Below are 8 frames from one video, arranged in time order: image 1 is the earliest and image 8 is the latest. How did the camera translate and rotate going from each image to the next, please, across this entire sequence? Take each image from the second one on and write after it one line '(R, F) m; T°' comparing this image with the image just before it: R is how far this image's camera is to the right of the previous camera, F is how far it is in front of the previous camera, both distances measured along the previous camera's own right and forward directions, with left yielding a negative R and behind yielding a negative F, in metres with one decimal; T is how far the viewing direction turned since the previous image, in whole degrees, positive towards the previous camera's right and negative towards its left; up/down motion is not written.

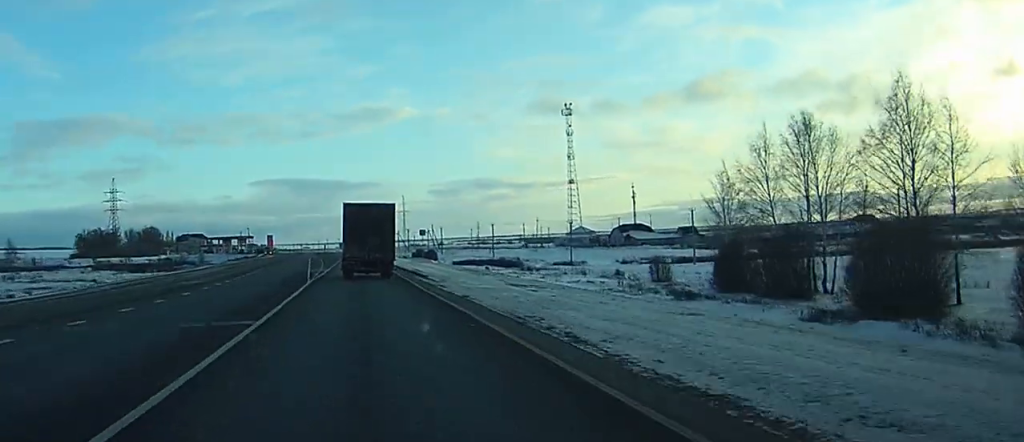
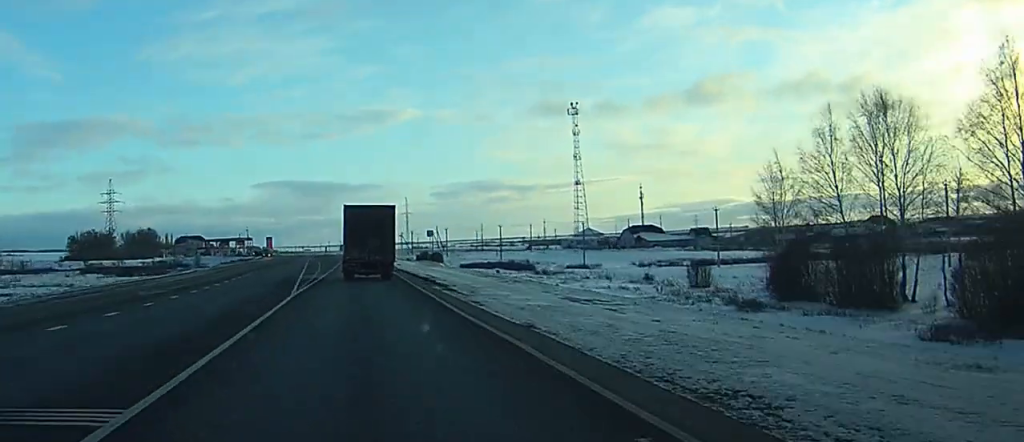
(0.0, +8.8) m; 0°
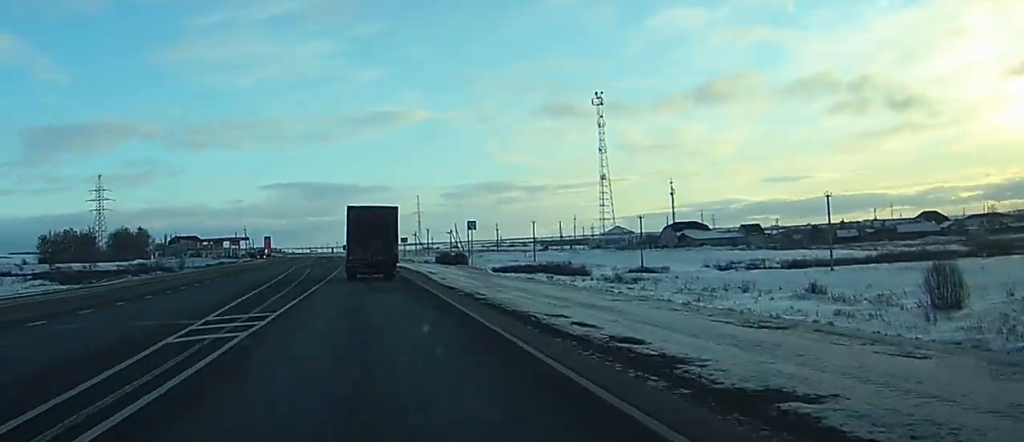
(-0.1, +30.2) m; -1°
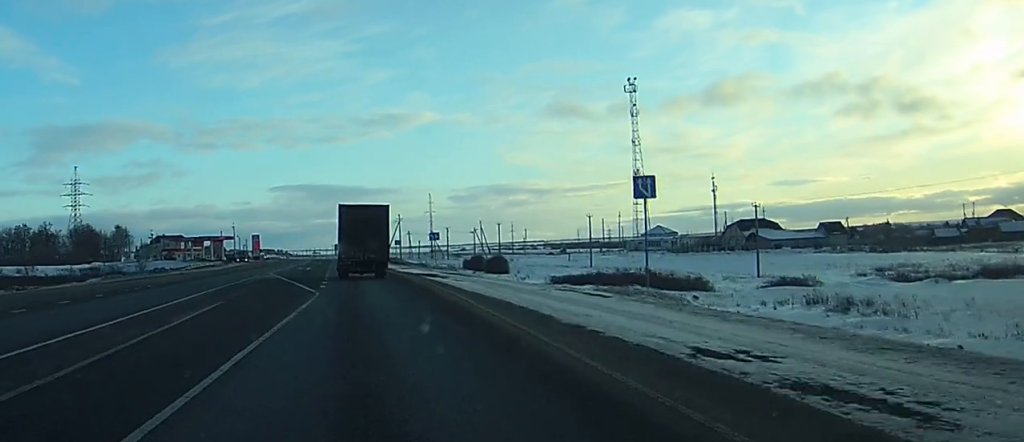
(-0.3, +40.4) m; -1°
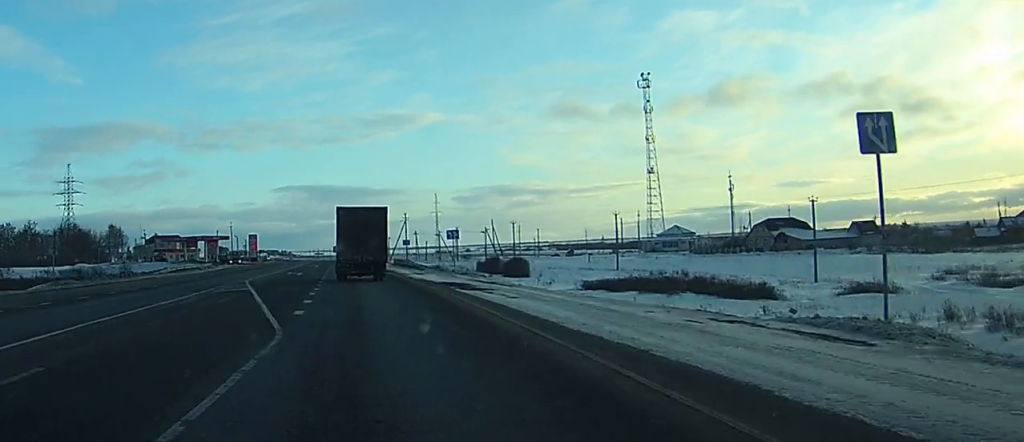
(0.0, +12.8) m; 0°
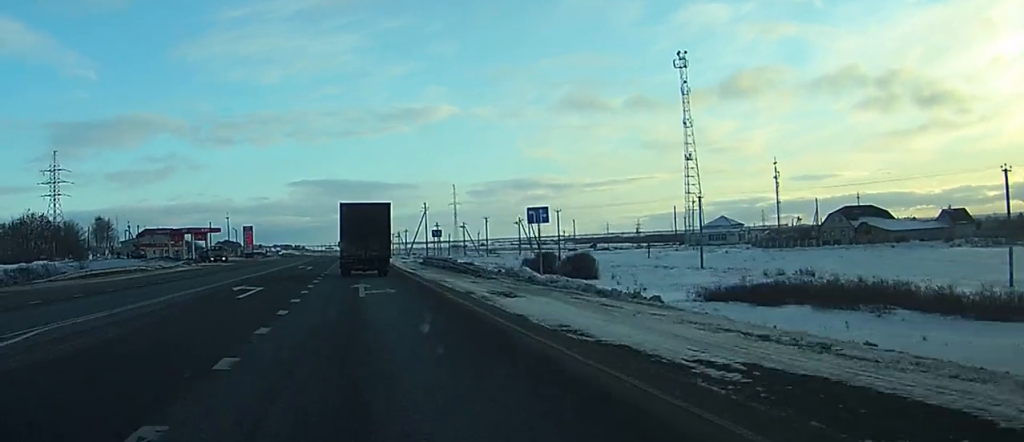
(-0.1, +28.4) m; 0°
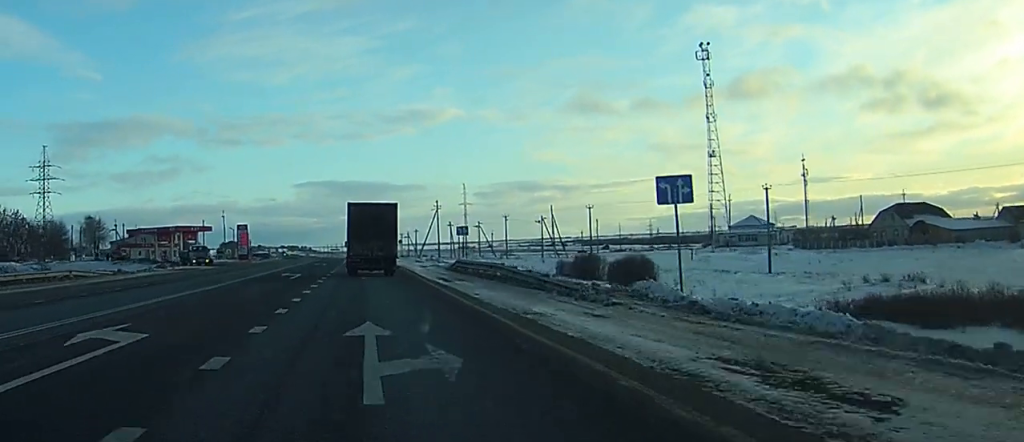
(0.0, +16.3) m; 0°
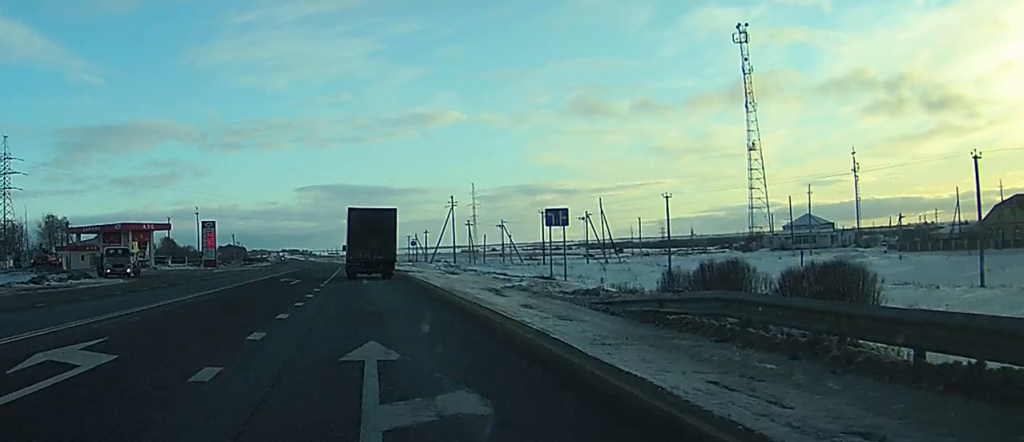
(-0.1, +33.0) m; 0°
